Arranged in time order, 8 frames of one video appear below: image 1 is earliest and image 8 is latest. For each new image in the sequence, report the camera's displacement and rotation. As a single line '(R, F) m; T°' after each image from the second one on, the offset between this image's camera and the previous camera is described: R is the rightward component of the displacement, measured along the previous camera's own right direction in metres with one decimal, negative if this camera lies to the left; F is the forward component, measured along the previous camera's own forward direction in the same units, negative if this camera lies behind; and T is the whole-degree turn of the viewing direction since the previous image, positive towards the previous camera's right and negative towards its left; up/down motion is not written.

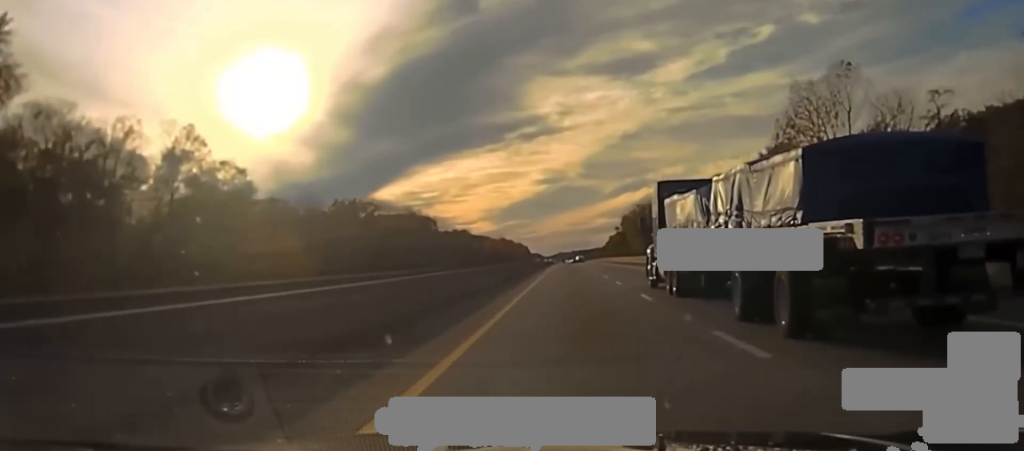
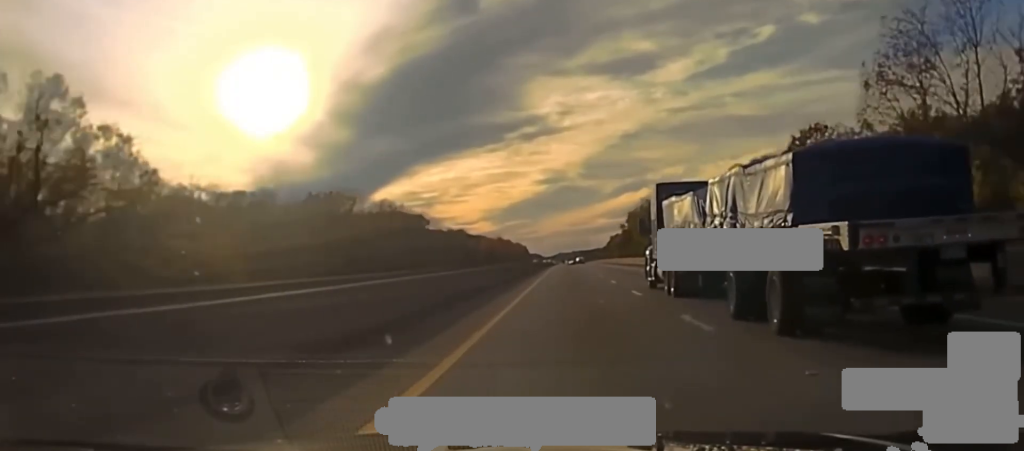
(+0.1, +18.8) m; 0°
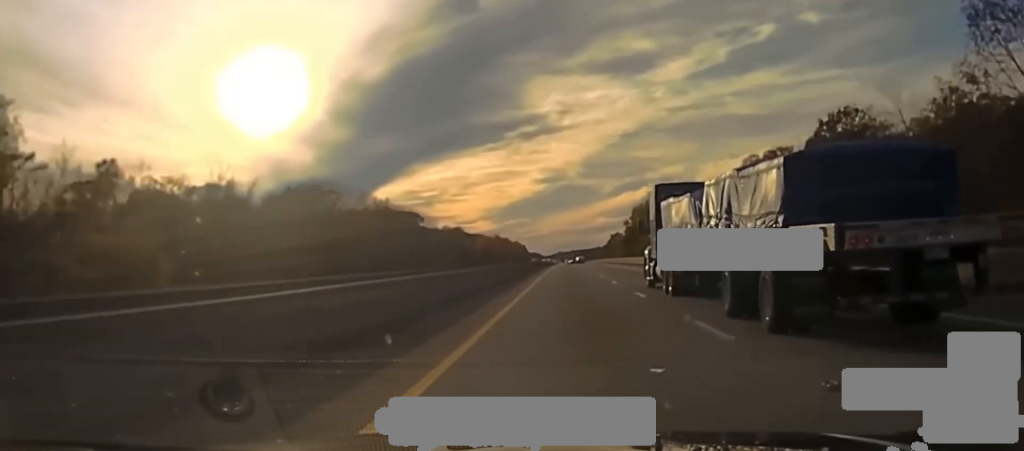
(+0.1, +12.0) m; 0°
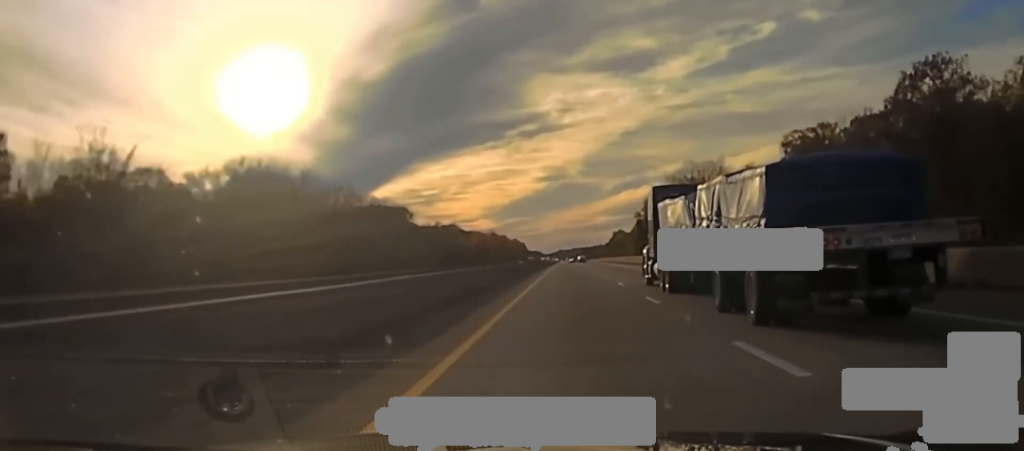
(-0.2, +24.7) m; -1°
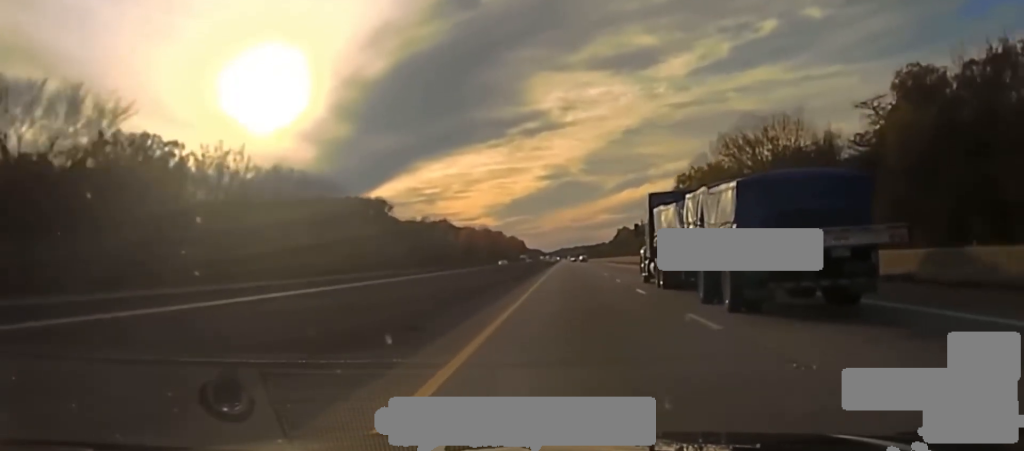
(-0.1, +41.4) m; 0°
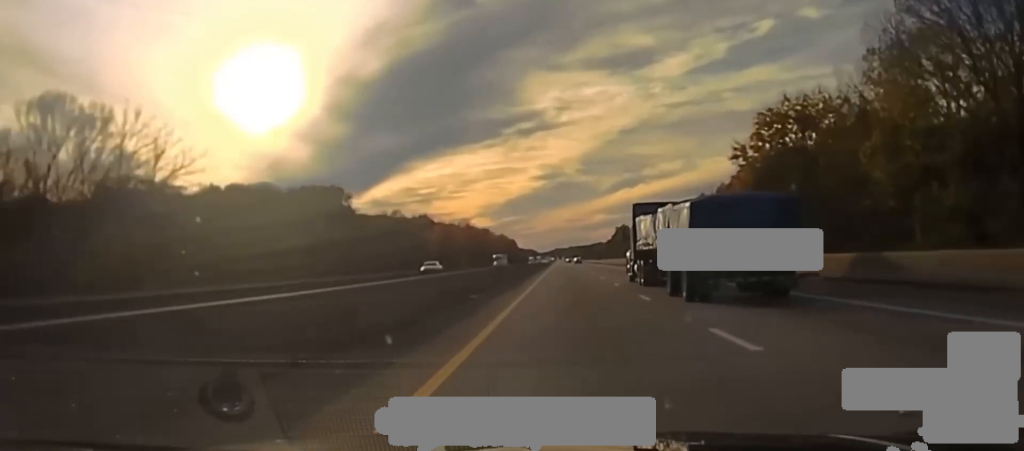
(+0.3, +53.2) m; +1°
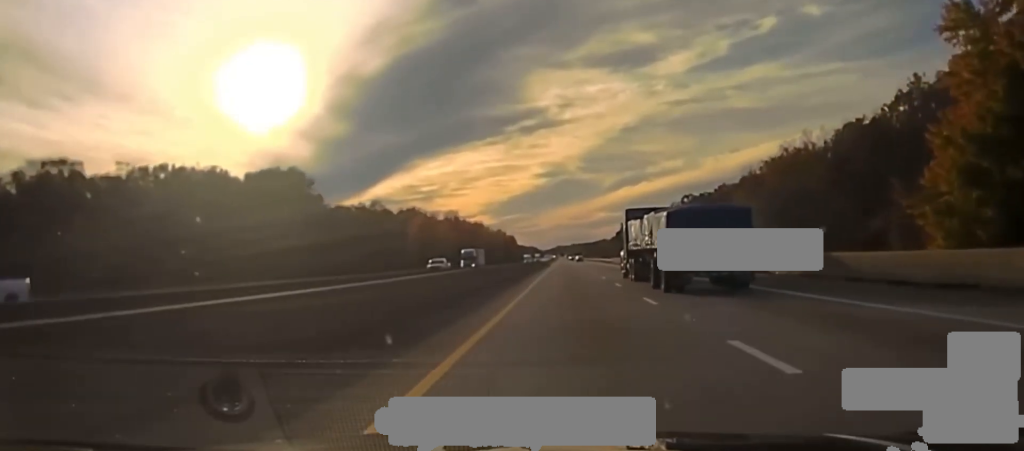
(+0.1, +43.2) m; 0°
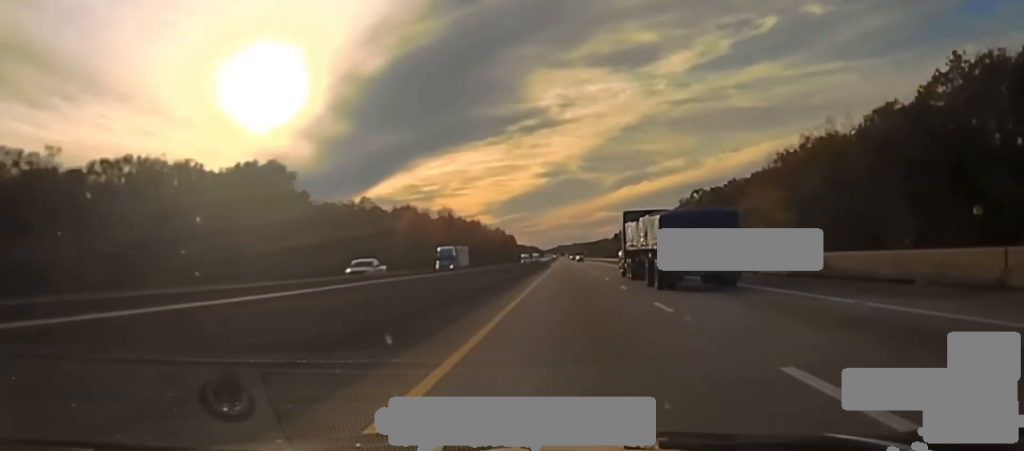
(0.0, +15.8) m; 0°
